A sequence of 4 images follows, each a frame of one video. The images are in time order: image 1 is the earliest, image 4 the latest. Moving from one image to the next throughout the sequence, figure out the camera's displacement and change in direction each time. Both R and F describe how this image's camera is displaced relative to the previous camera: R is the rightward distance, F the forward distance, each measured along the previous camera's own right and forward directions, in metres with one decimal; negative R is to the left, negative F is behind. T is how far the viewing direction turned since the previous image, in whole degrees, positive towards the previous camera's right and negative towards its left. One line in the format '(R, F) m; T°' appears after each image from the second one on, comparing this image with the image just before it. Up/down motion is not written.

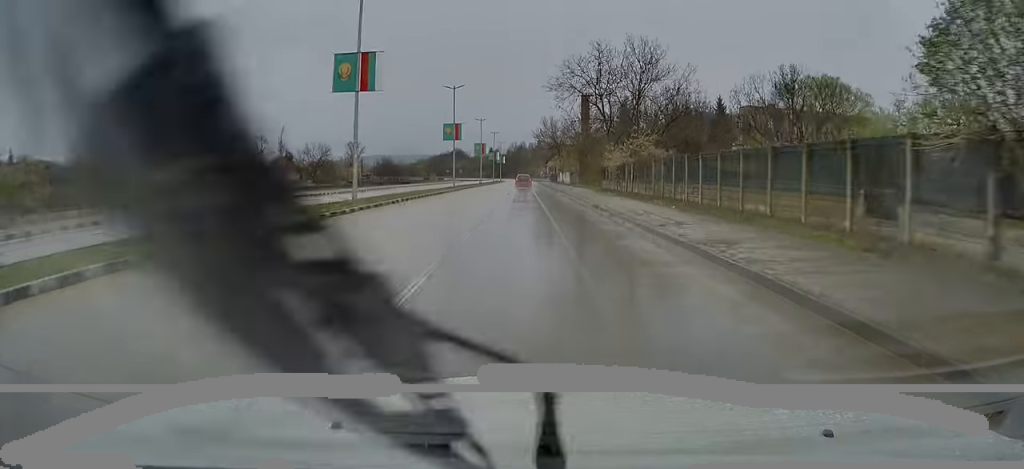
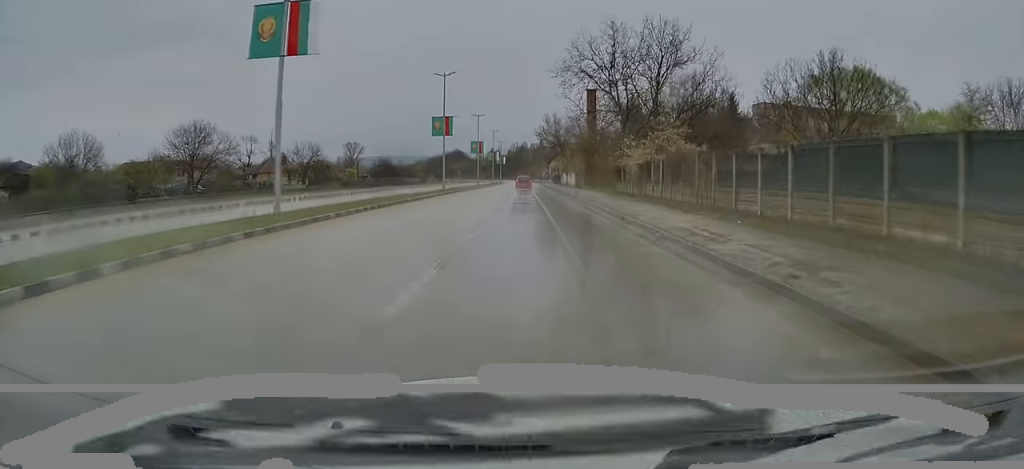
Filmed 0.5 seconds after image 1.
(0.0, +7.8) m; 0°
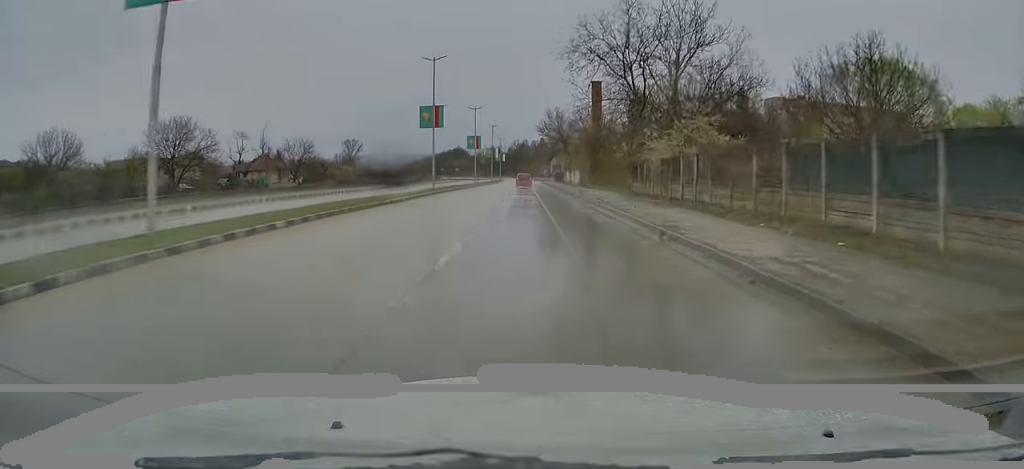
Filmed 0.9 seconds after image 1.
(0.0, +5.9) m; 0°
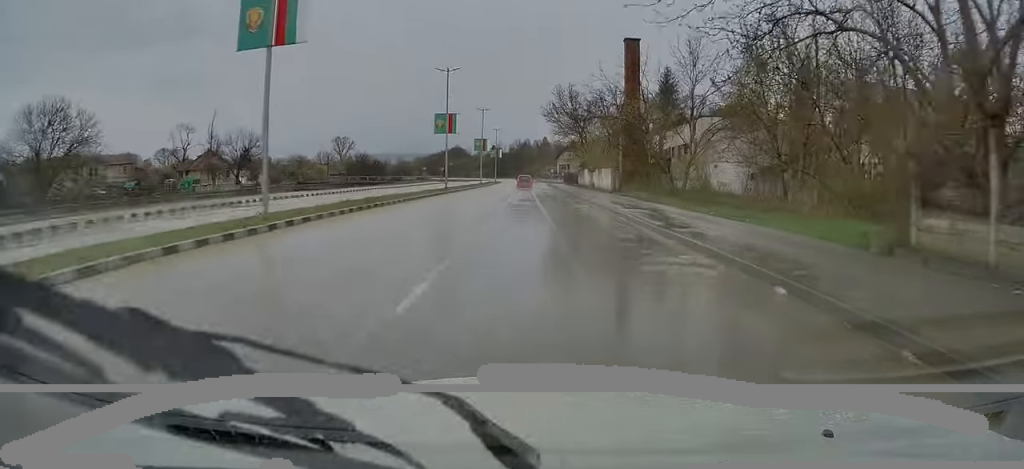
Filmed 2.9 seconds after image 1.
(+0.3, +28.8) m; +1°
